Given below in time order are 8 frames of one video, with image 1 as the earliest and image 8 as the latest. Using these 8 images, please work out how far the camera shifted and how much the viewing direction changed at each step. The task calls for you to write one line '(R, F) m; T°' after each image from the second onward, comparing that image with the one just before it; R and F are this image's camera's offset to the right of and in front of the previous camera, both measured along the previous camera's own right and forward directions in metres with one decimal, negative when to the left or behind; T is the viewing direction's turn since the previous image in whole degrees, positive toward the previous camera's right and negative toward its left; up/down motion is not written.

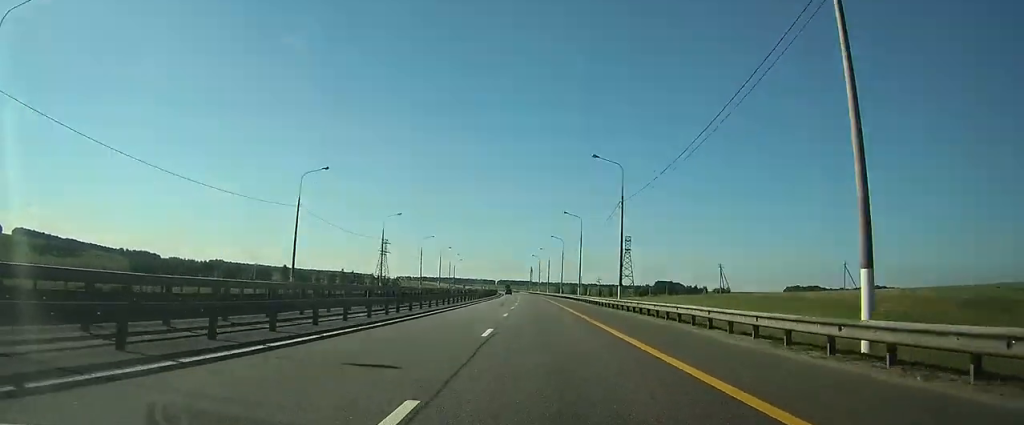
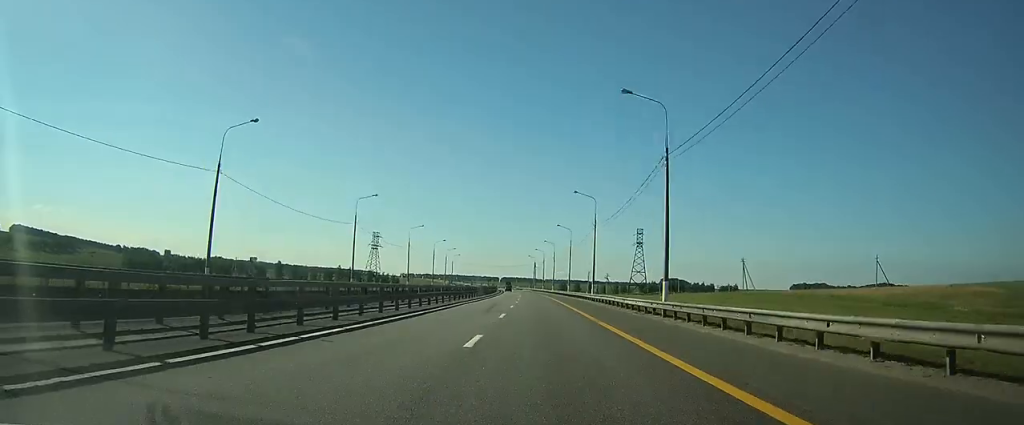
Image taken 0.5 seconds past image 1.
(-0.1, +15.4) m; -1°
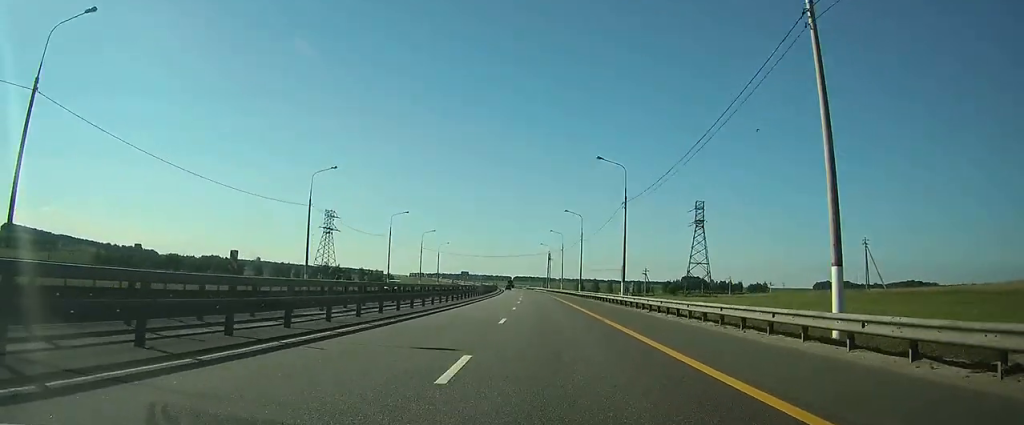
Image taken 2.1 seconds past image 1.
(-0.7, +52.7) m; -2°
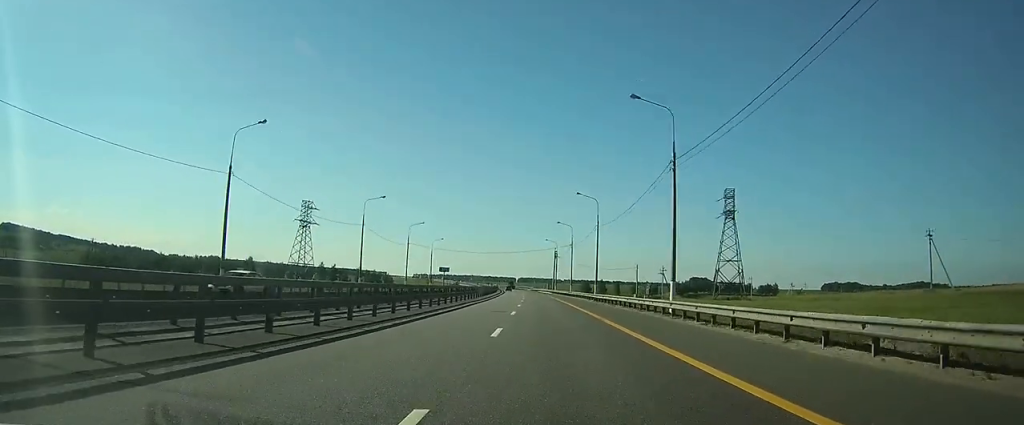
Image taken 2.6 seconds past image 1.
(0.0, +16.4) m; -1°
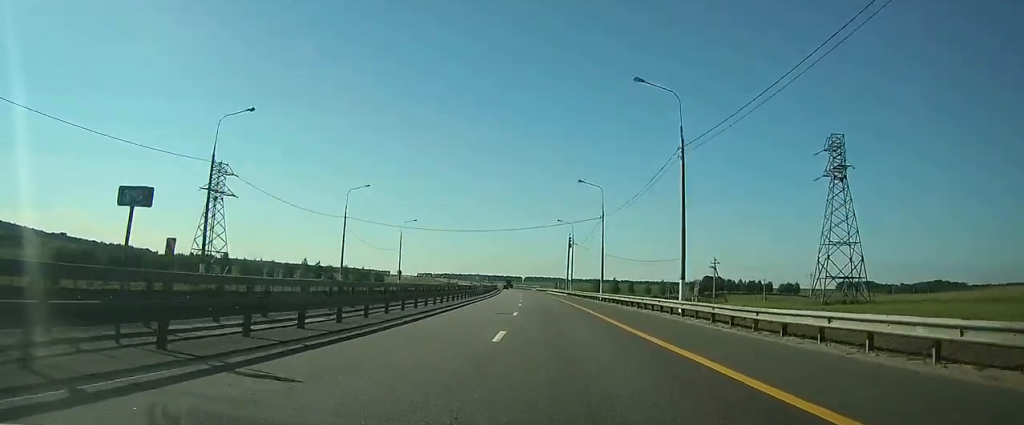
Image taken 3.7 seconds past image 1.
(-0.4, +37.2) m; -1°
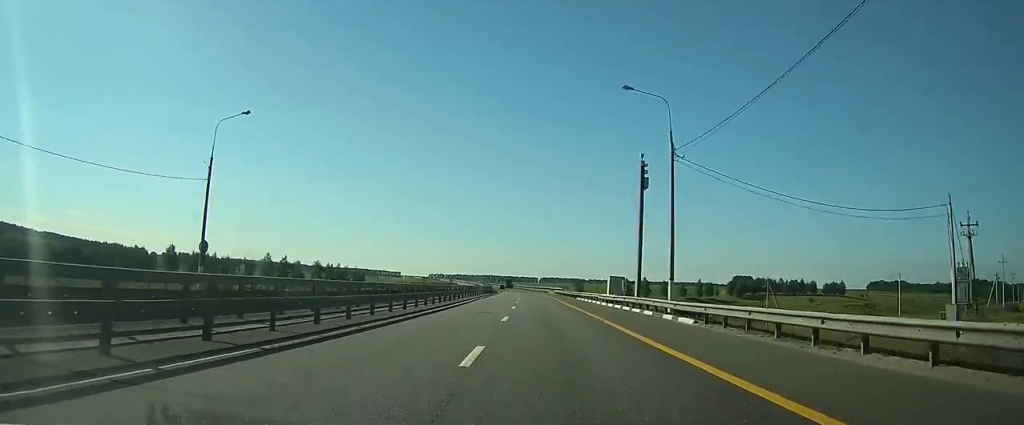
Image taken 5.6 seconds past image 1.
(-0.7, +63.8) m; -2°
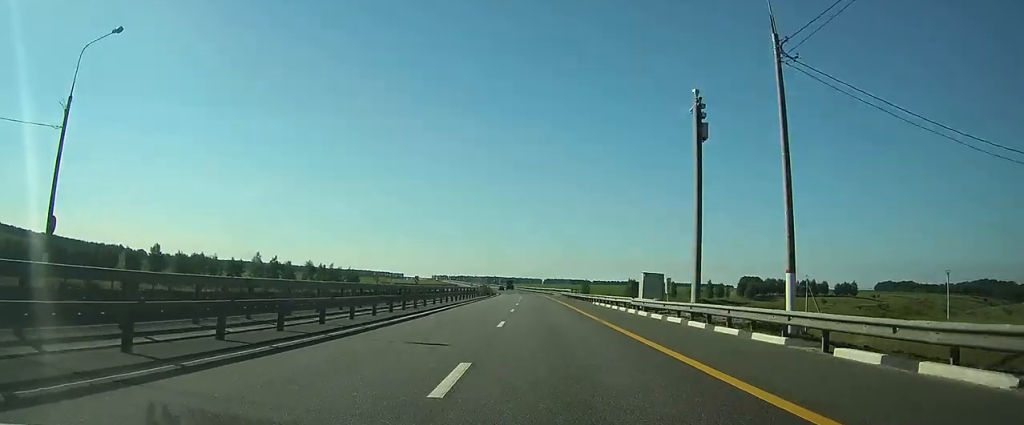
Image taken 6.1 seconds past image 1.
(-0.1, +14.4) m; 0°
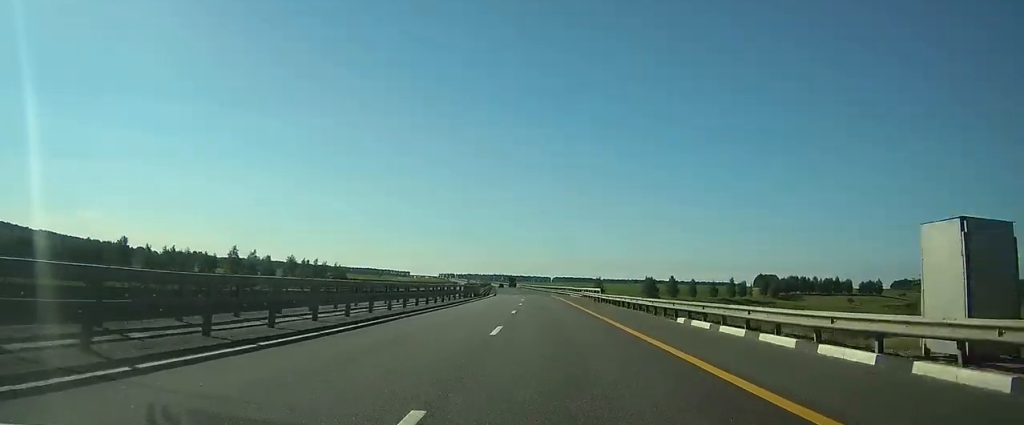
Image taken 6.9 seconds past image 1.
(-0.1, +27.8) m; -1°
